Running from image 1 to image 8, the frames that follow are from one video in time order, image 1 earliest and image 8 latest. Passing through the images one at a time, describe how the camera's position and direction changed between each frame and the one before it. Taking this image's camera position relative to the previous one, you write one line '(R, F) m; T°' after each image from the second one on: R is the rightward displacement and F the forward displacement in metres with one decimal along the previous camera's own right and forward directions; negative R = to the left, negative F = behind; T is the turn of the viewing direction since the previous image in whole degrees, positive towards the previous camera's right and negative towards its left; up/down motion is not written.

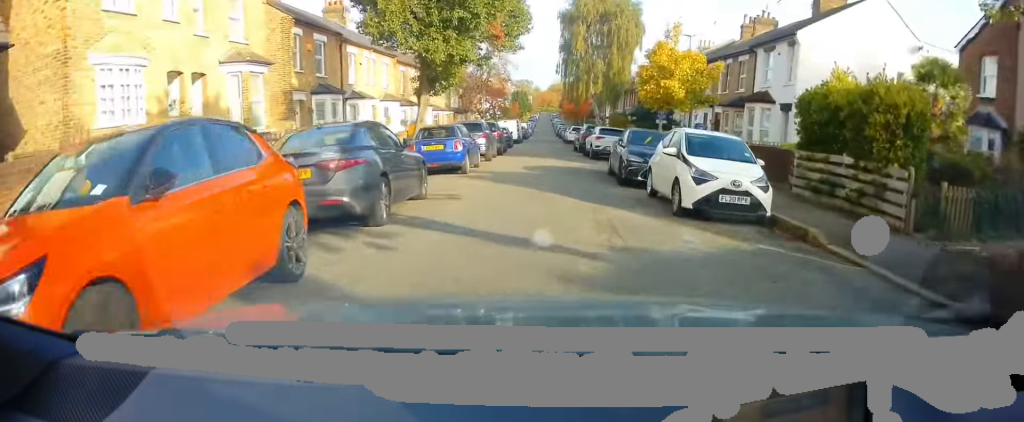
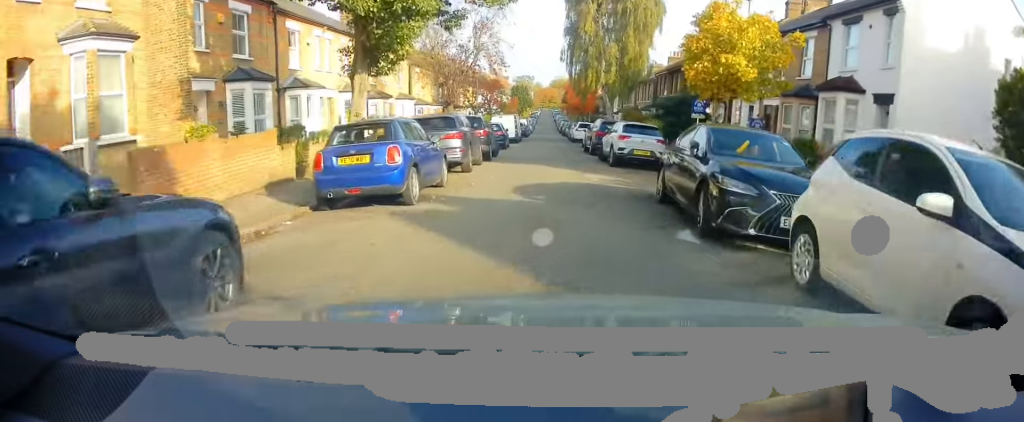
(0.0, +6.8) m; +1°
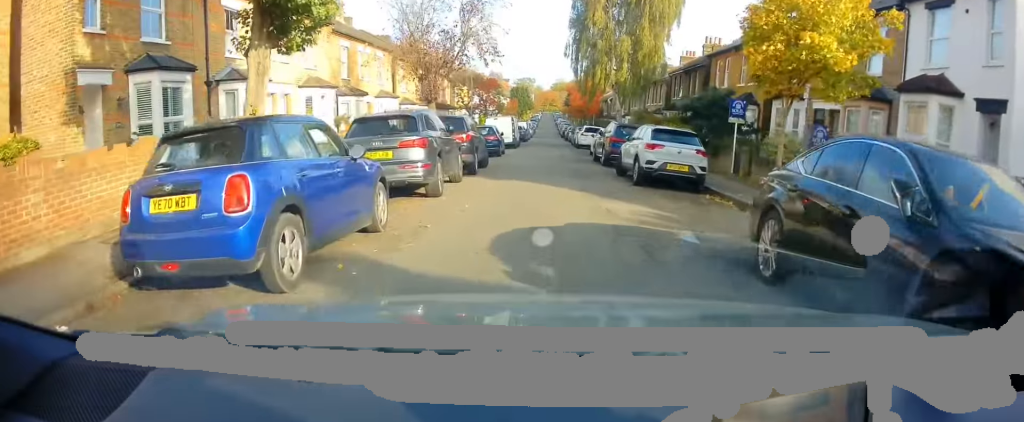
(+0.1, +4.6) m; +2°
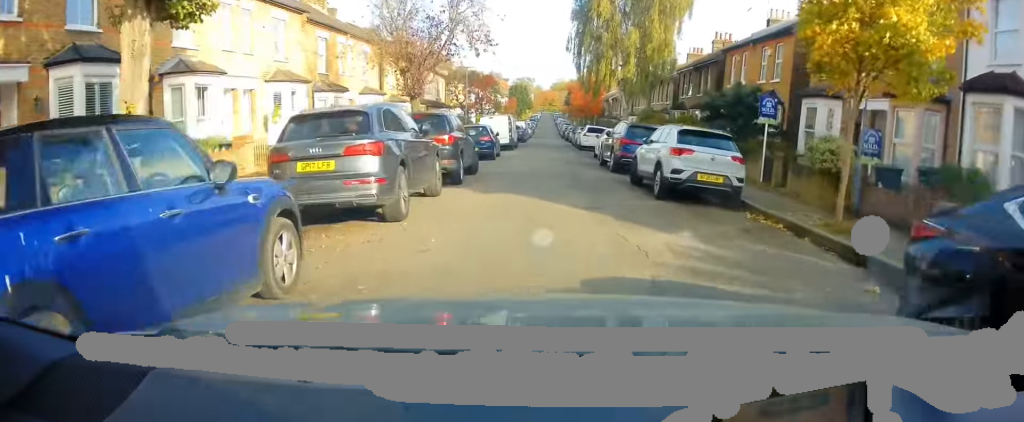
(0.0, +2.7) m; +1°
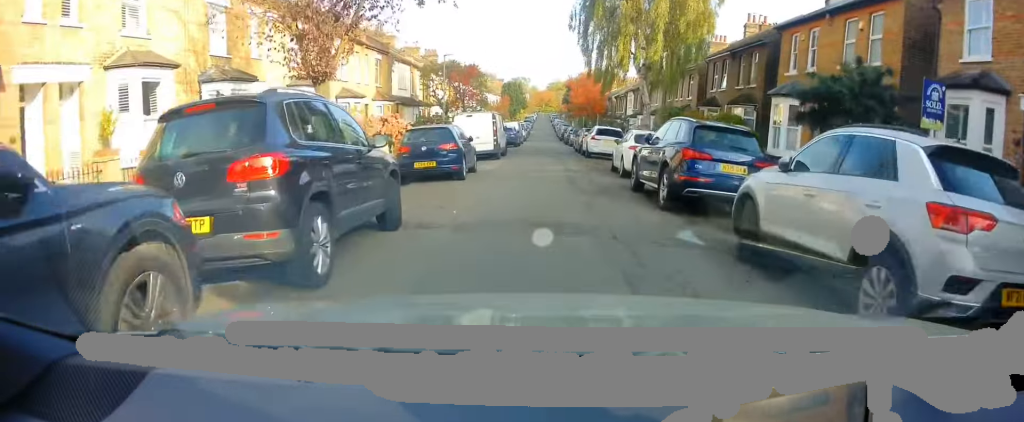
(+0.1, +7.7) m; -1°
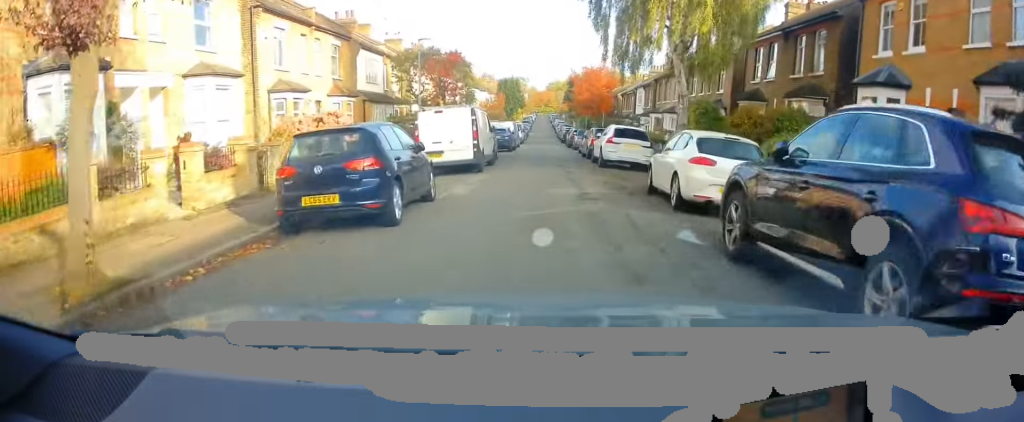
(-0.1, +6.2) m; 0°
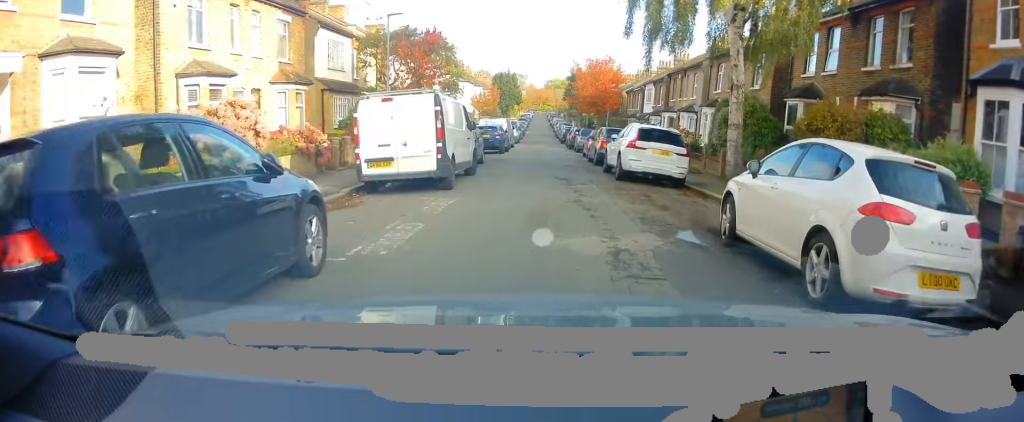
(+0.1, +5.2) m; -1°
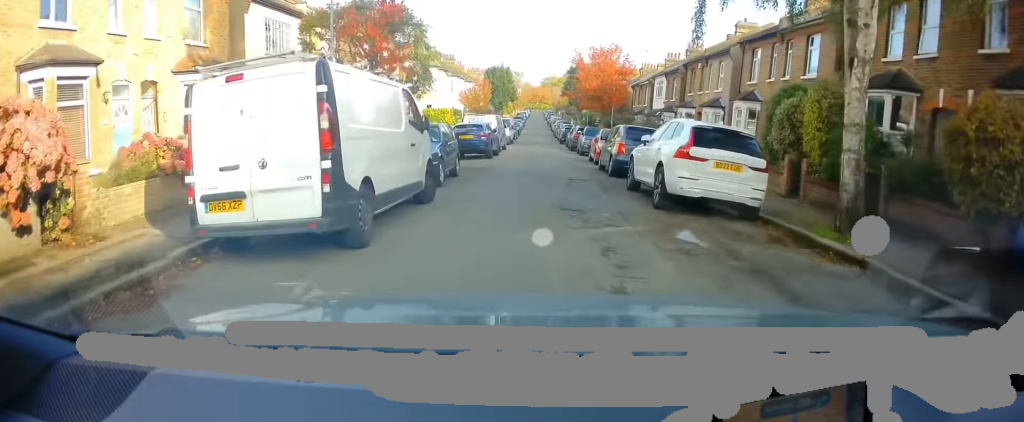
(-0.2, +5.7) m; -1°
